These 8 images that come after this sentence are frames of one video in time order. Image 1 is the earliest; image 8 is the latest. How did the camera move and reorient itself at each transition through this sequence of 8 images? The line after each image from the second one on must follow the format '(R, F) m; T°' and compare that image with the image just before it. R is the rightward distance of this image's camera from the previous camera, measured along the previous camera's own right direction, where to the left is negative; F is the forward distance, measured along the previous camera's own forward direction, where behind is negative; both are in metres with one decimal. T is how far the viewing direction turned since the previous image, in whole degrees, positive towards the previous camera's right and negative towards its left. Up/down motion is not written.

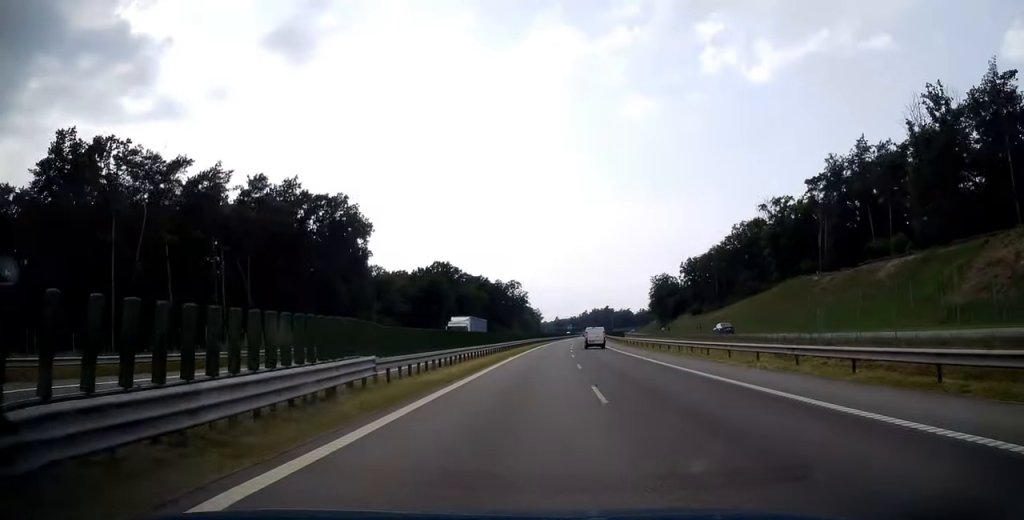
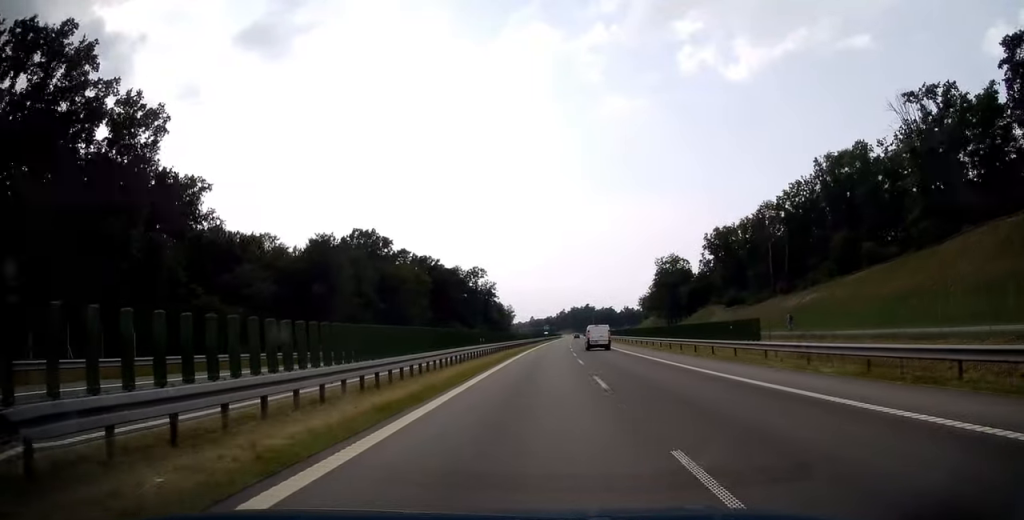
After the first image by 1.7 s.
(+1.3, +56.2) m; +3°
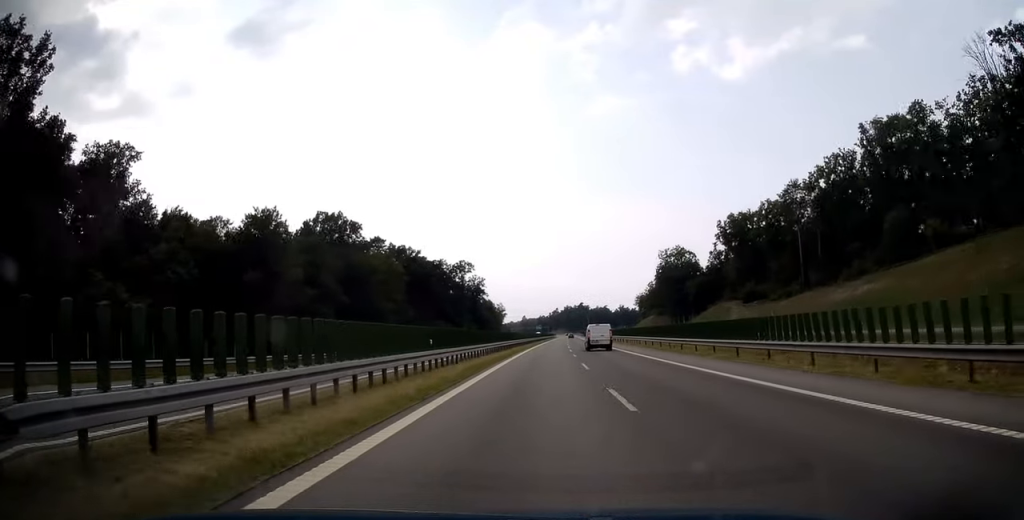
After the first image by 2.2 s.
(+0.1, +16.4) m; +1°
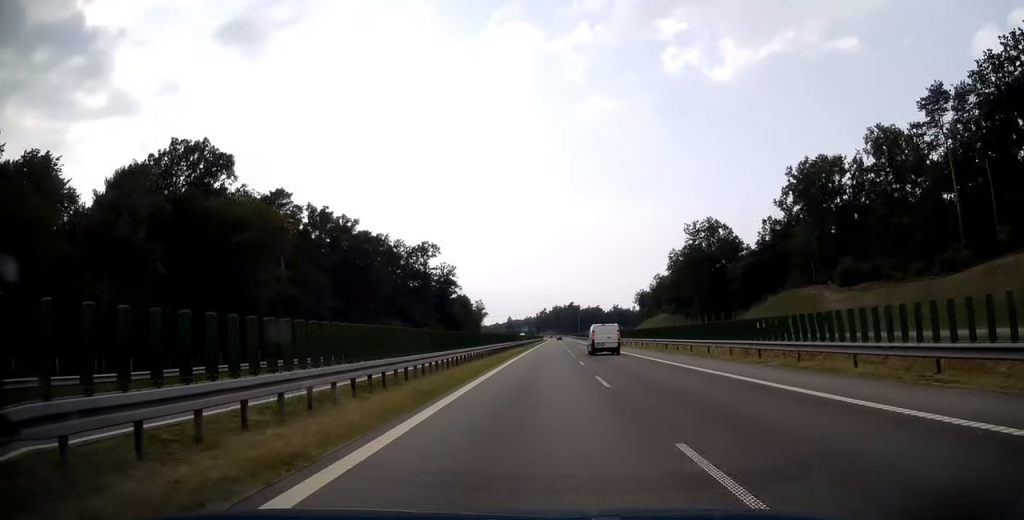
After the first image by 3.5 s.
(+0.4, +42.9) m; +1°
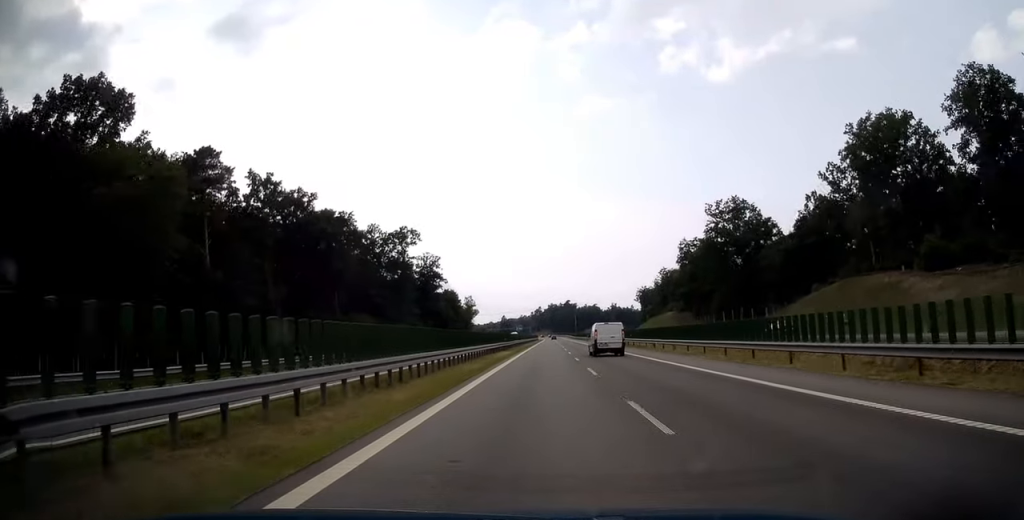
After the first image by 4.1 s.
(0.0, +19.3) m; +1°
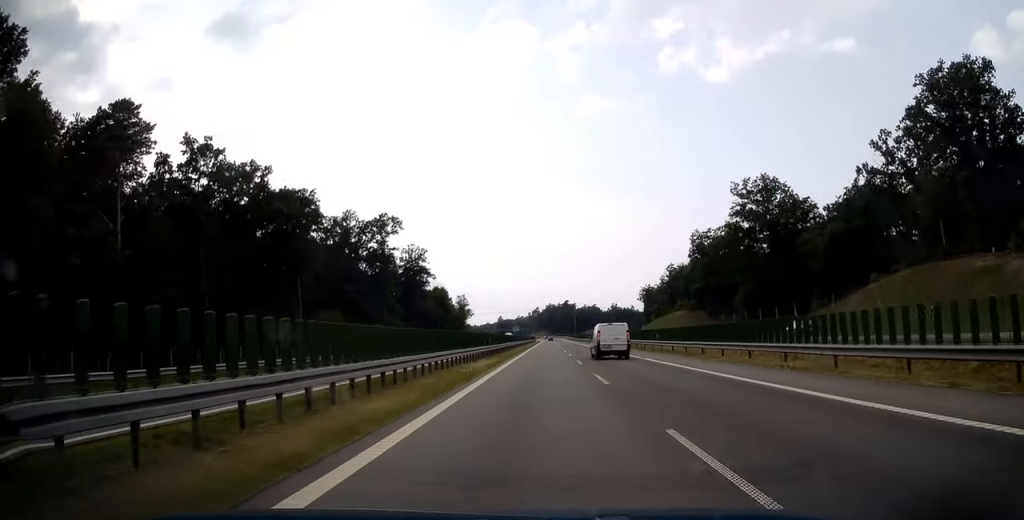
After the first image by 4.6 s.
(+0.4, +15.5) m; 0°
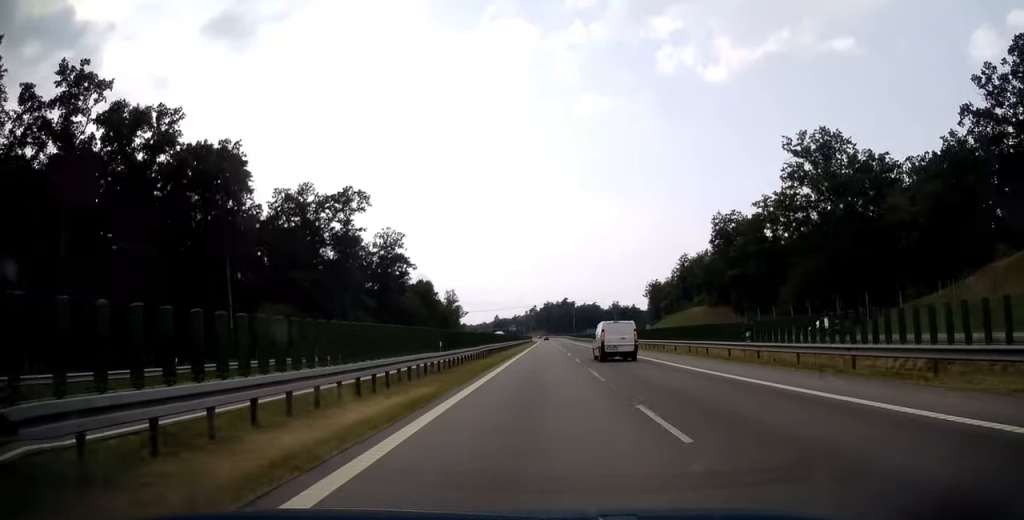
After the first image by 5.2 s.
(+0.1, +21.0) m; 0°
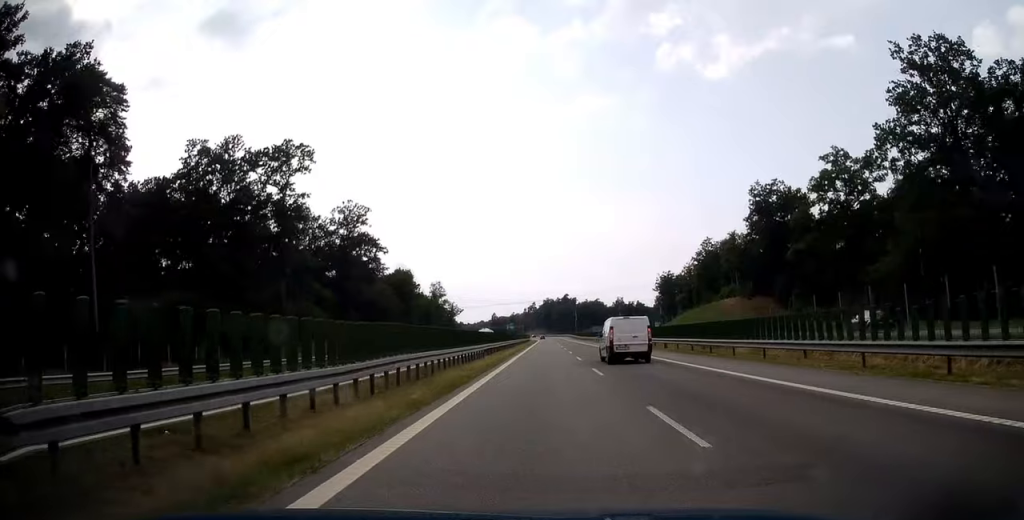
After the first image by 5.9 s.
(-0.3, +24.4) m; 0°
